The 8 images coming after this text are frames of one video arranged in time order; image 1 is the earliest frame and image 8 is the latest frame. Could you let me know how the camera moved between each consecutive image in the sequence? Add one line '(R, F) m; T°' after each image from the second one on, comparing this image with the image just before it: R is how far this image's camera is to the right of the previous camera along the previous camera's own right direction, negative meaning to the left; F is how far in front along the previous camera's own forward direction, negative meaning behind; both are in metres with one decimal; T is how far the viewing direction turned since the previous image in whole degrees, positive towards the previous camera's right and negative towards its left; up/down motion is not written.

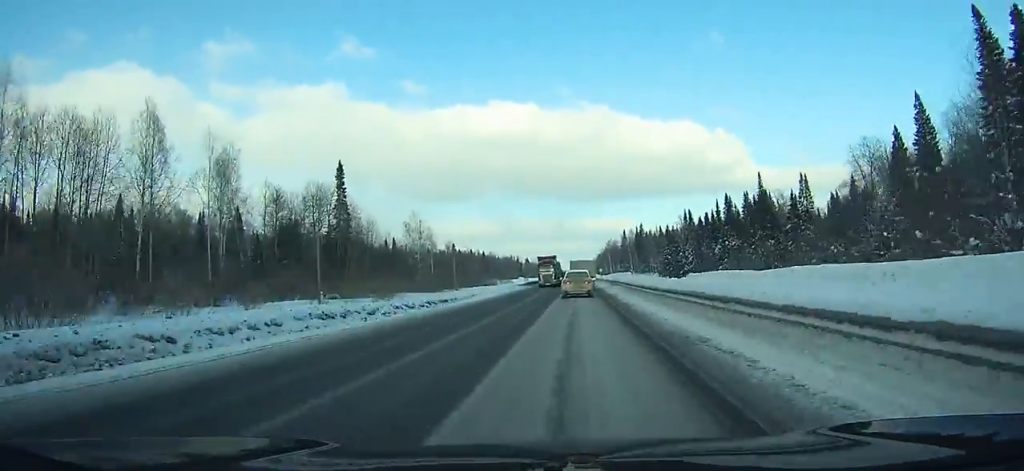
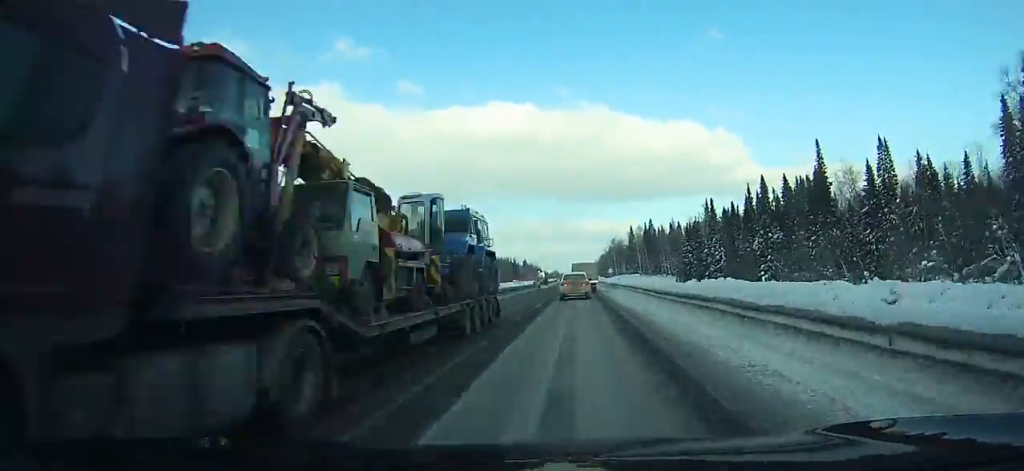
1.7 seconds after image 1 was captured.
(+0.1, +36.1) m; 0°
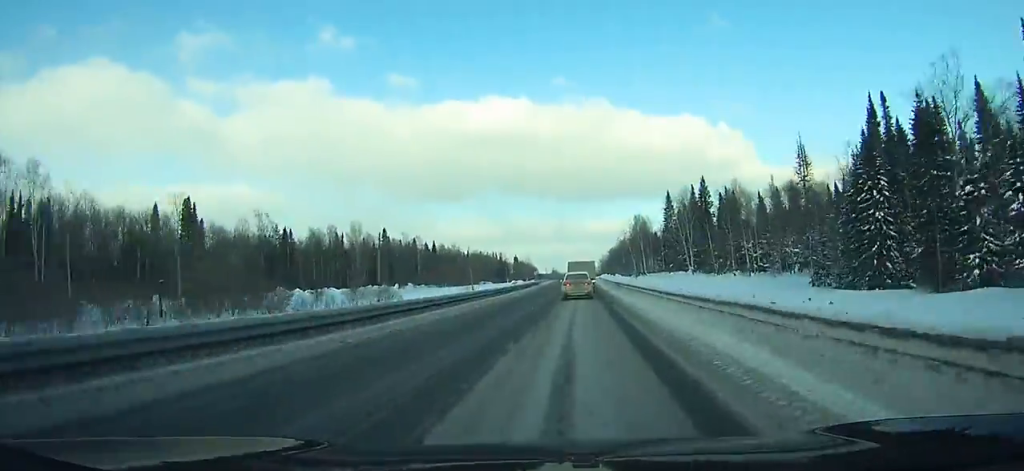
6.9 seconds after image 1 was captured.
(-0.2, +105.7) m; 0°
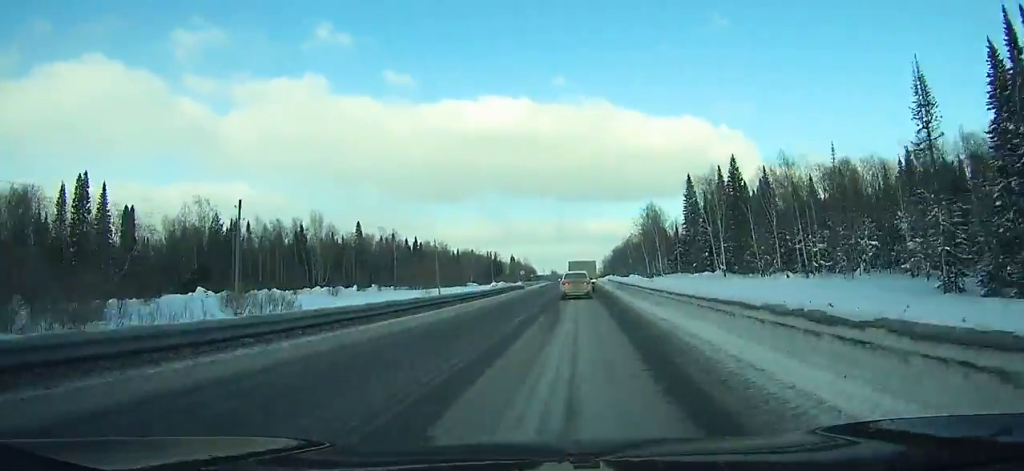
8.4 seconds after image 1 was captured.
(0.0, +29.7) m; 0°
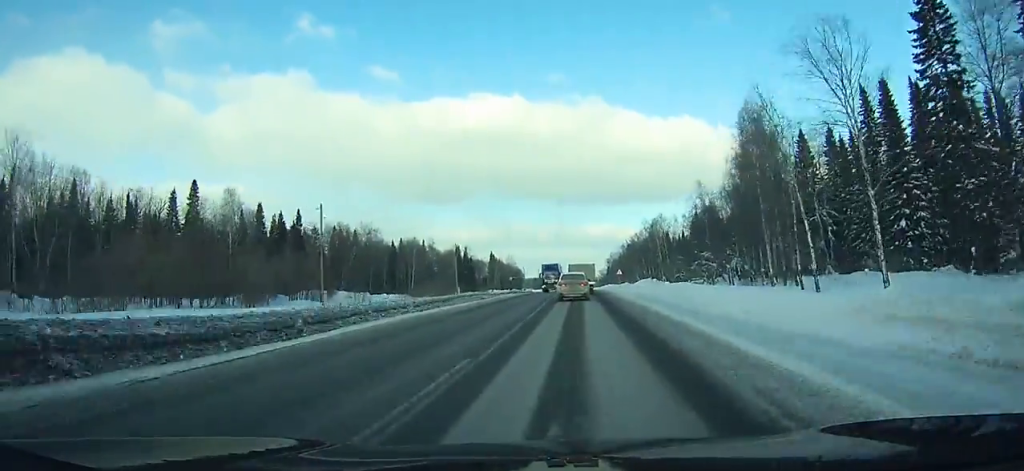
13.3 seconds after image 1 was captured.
(-0.5, +96.1) m; 0°
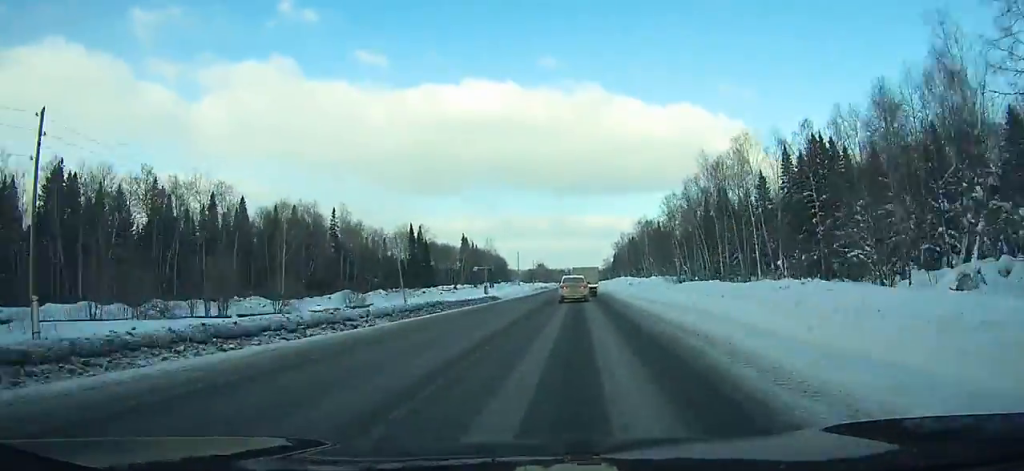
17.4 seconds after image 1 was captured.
(+0.4, +82.0) m; 0°
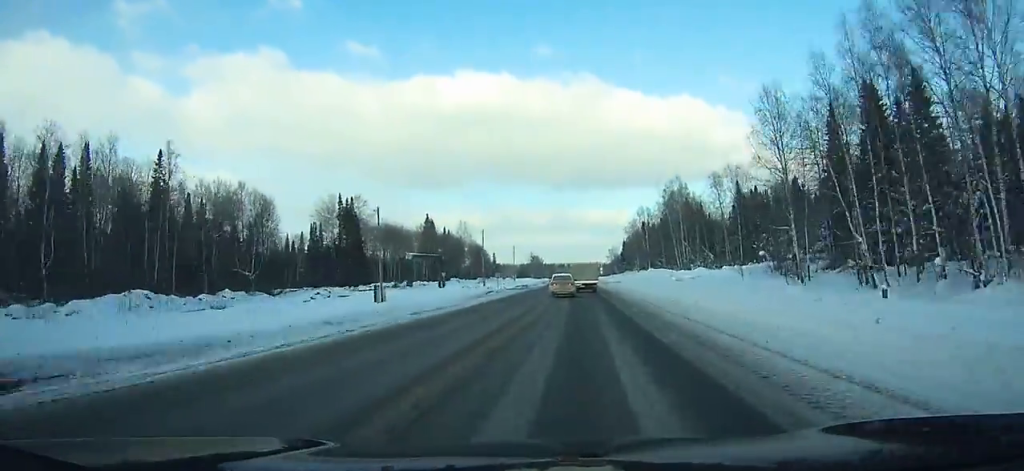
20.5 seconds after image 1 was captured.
(+0.1, +63.8) m; 0°
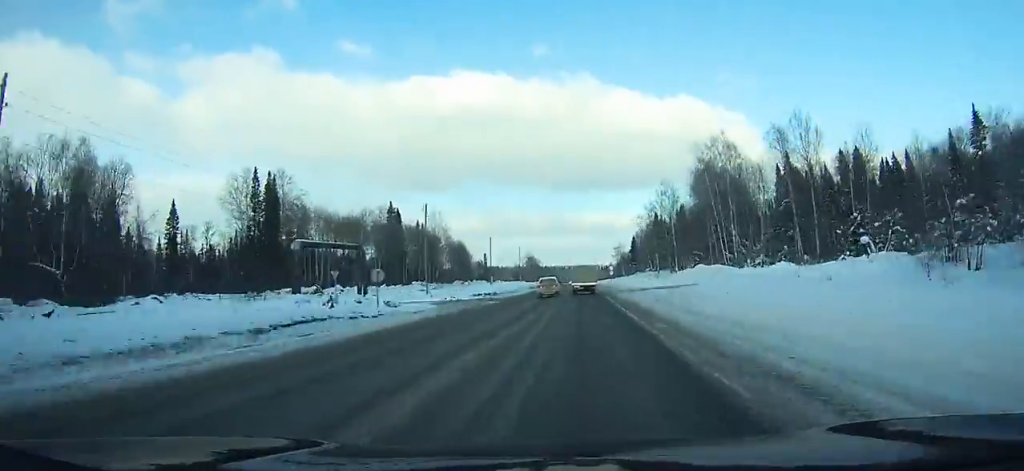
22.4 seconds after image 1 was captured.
(+0.1, +39.8) m; 0°
